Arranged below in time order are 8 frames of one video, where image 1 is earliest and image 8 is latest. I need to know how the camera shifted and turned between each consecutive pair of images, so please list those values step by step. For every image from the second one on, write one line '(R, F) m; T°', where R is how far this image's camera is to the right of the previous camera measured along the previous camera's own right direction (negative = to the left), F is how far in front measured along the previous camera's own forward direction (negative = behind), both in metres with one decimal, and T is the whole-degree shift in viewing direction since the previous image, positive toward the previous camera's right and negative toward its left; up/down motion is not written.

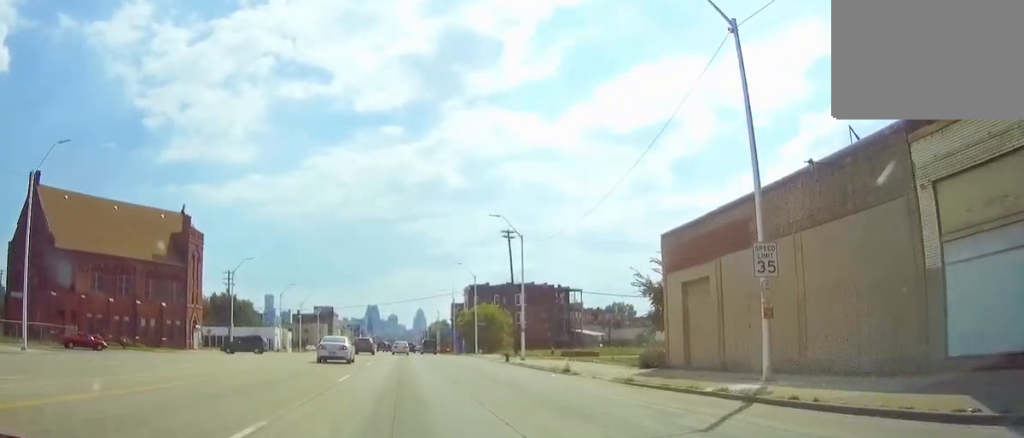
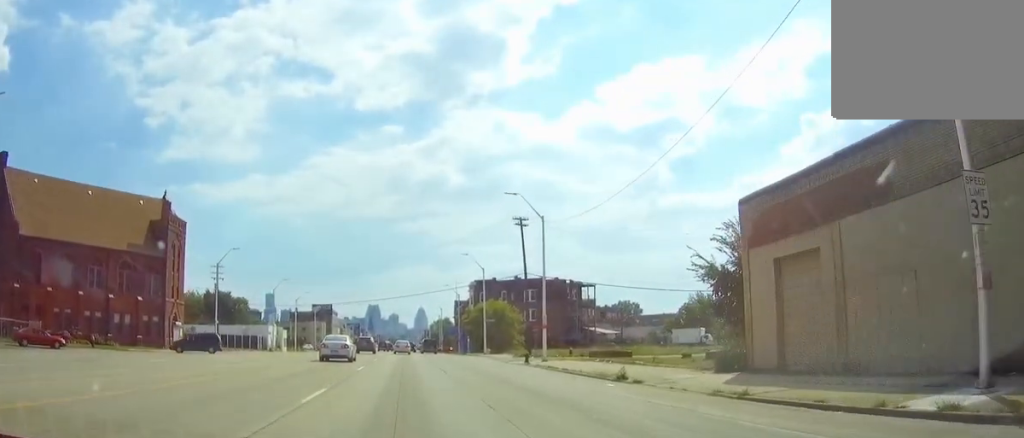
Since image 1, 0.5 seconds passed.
(-0.1, +8.0) m; 0°
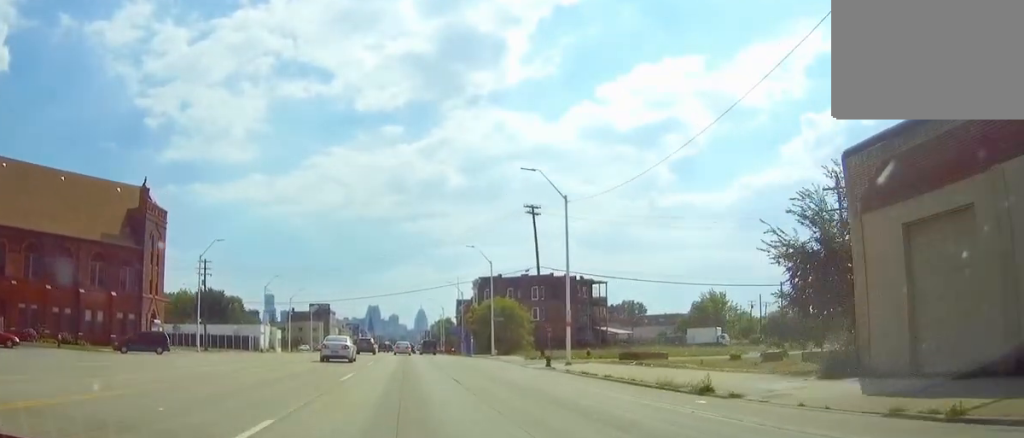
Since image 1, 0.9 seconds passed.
(0.0, +6.7) m; 0°
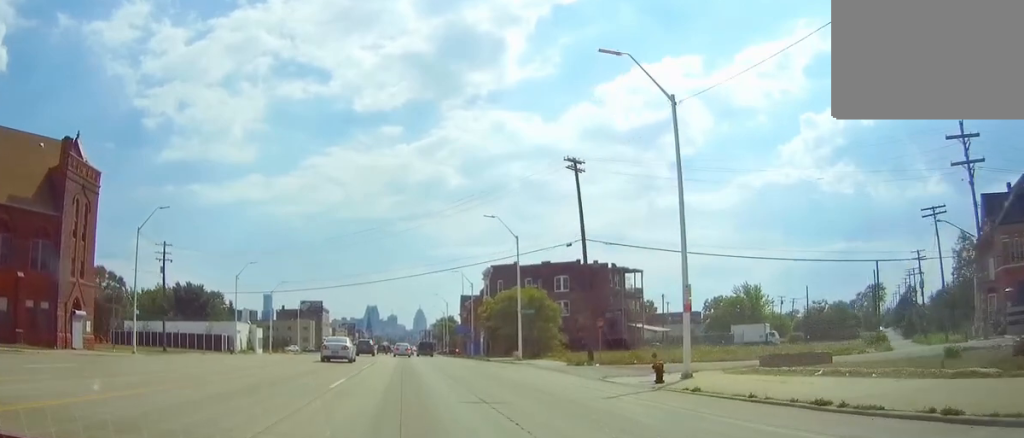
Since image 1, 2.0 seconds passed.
(+0.1, +18.0) m; 0°
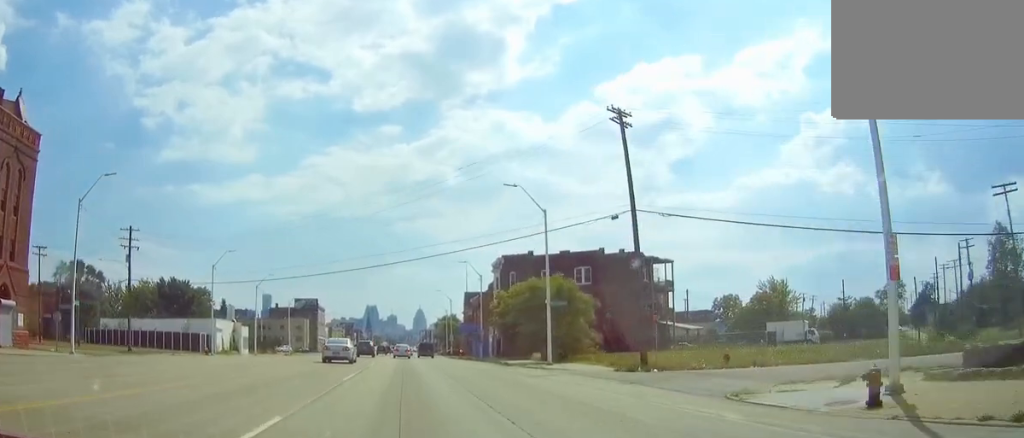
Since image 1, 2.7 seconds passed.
(0.0, +11.0) m; 0°
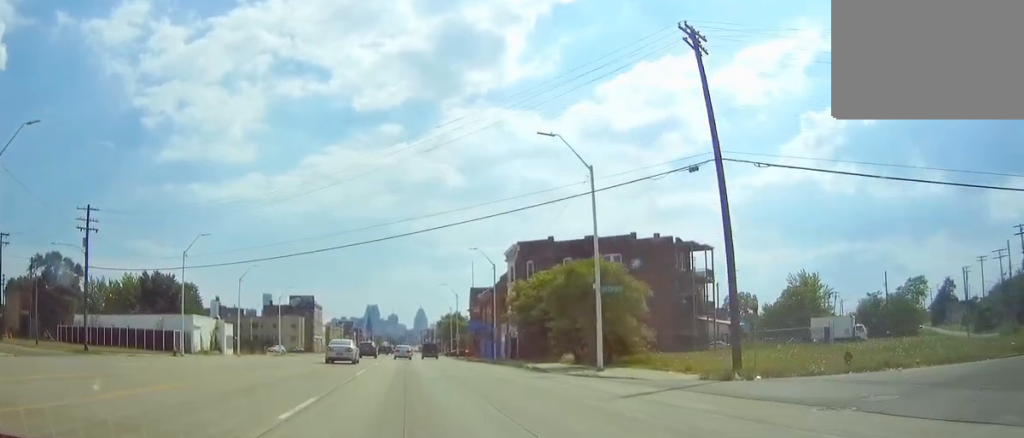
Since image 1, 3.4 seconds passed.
(0.0, +11.6) m; 0°
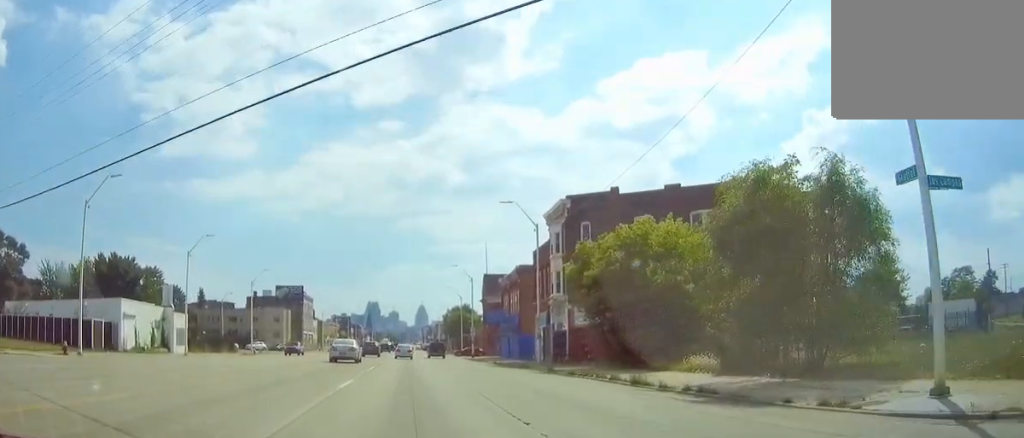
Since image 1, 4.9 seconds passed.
(-0.2, +23.2) m; -1°
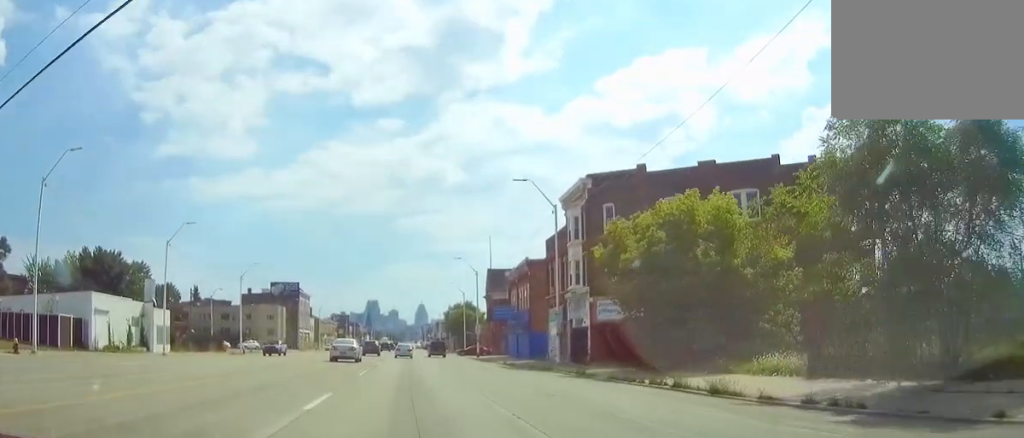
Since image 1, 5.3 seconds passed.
(0.0, +6.4) m; 0°
